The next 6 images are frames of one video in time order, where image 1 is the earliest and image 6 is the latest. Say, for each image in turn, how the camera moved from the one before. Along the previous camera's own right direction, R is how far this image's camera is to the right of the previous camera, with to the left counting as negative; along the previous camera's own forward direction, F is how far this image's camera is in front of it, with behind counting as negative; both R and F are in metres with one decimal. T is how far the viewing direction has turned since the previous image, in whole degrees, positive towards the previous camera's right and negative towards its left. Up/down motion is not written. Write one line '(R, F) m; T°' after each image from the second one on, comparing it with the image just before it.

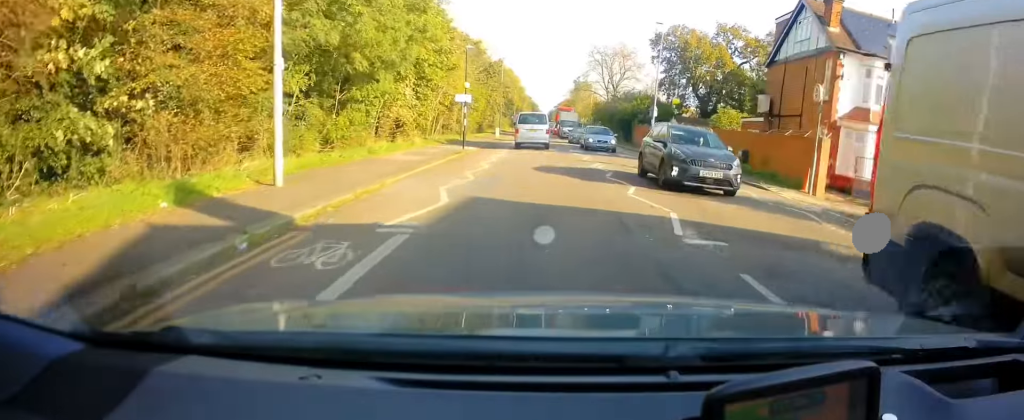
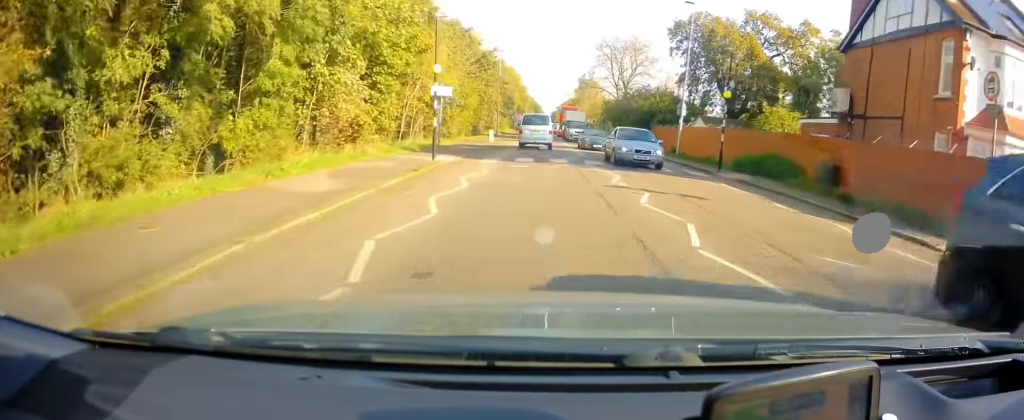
(-0.1, +8.6) m; +1°
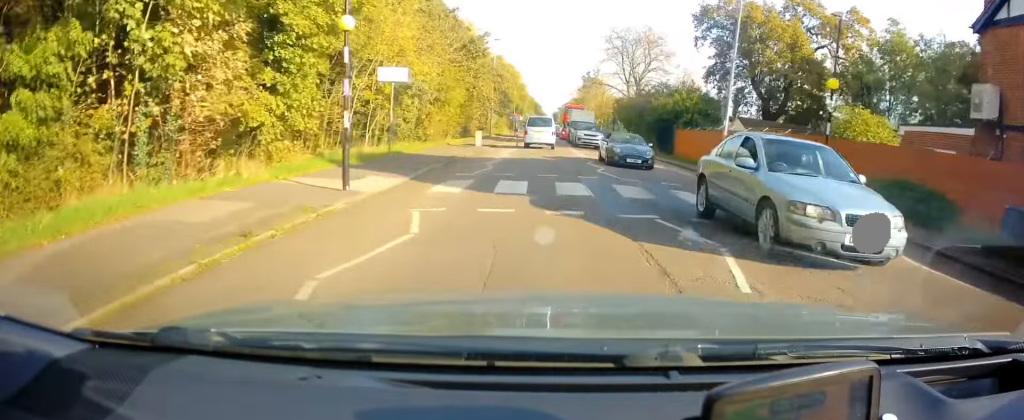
(+0.4, +9.3) m; +2°
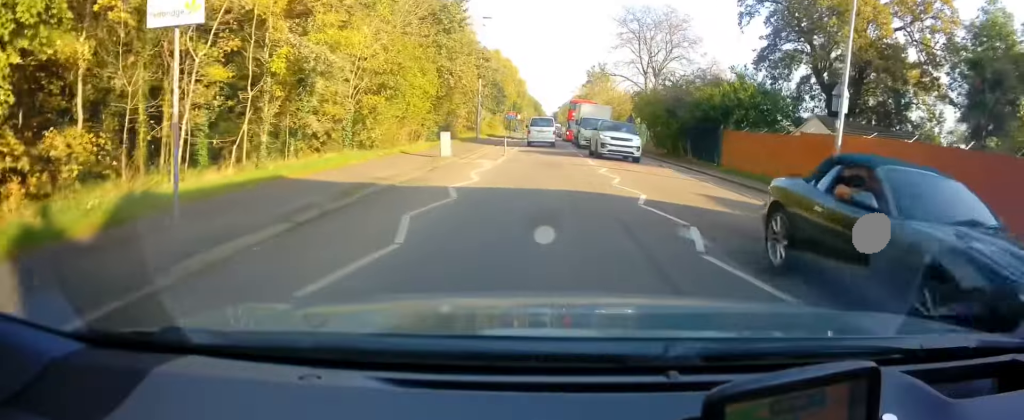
(-0.5, +10.9) m; -5°
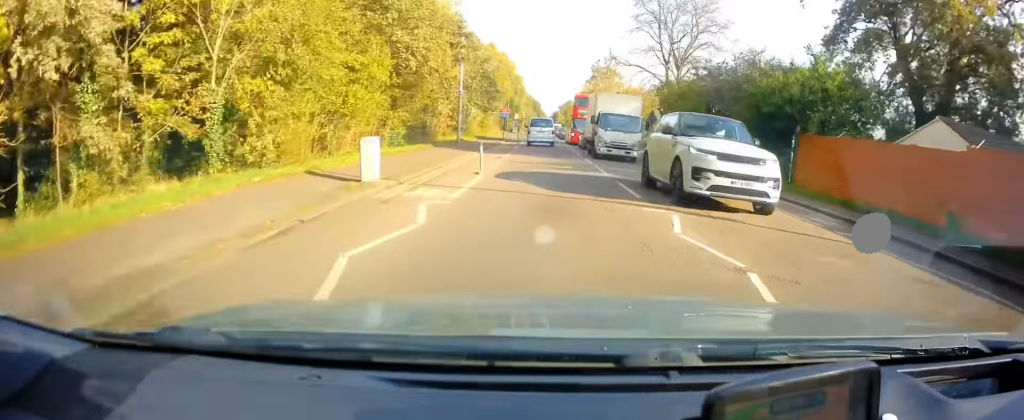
(+0.1, +9.2) m; +2°
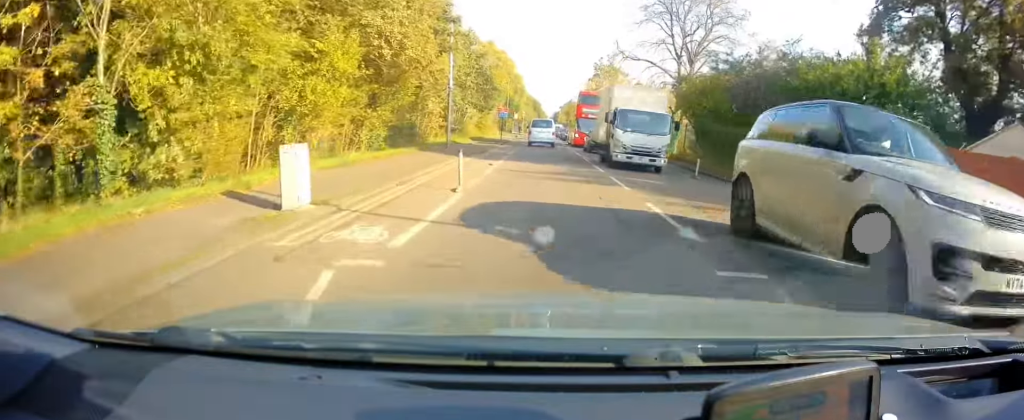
(+0.2, +3.8) m; 0°
